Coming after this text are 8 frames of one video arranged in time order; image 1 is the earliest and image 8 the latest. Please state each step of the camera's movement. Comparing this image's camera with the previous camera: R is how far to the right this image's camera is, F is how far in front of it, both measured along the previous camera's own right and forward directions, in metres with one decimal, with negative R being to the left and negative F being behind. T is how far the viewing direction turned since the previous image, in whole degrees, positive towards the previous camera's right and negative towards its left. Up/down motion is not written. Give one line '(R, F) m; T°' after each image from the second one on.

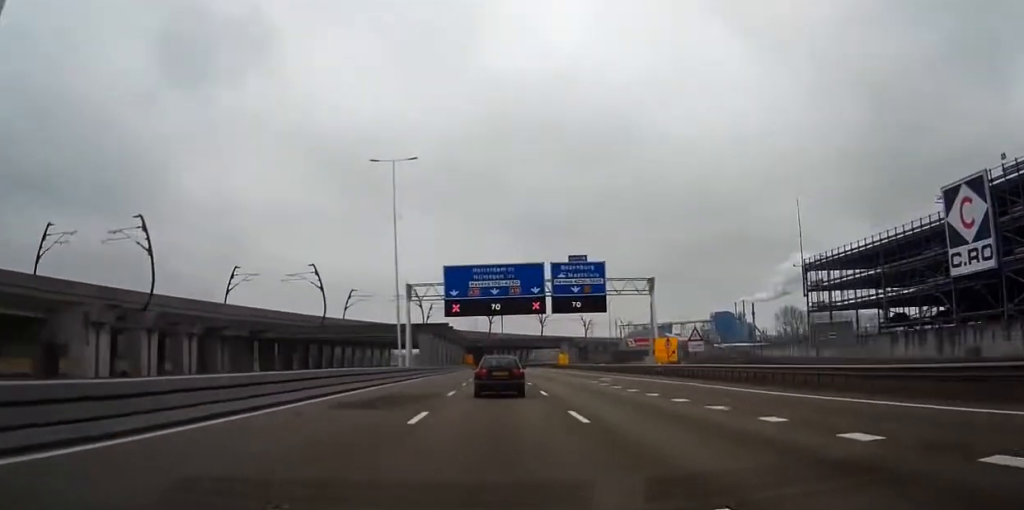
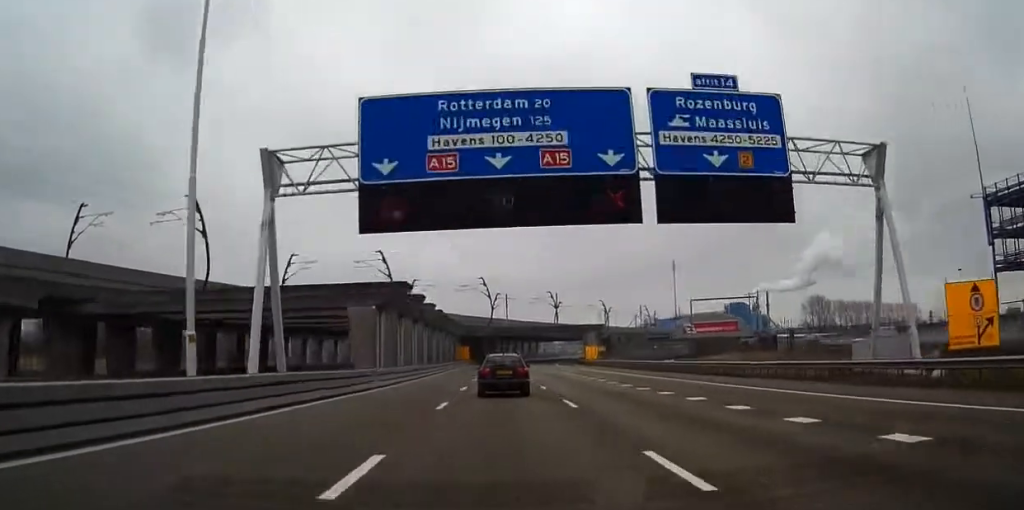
(-0.1, +44.5) m; 0°
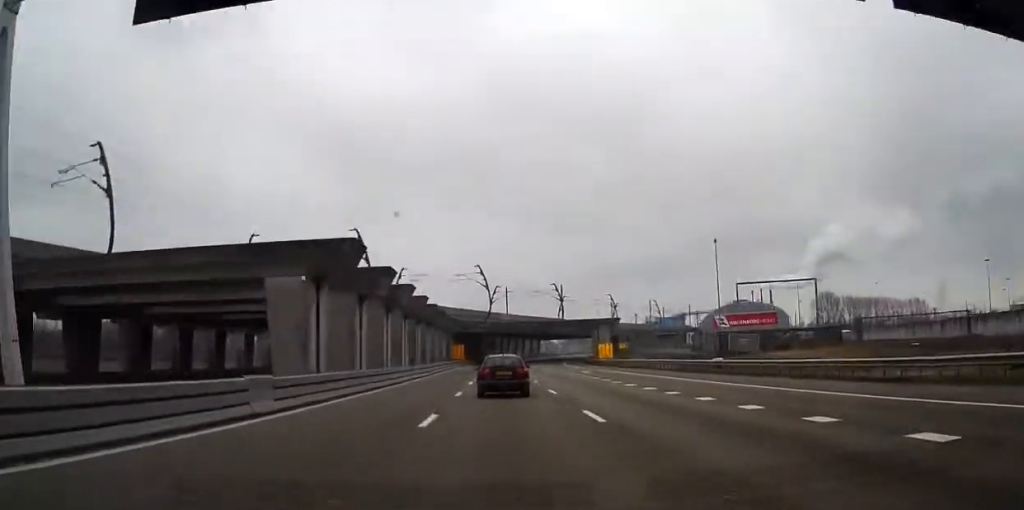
(-0.1, +16.4) m; 0°
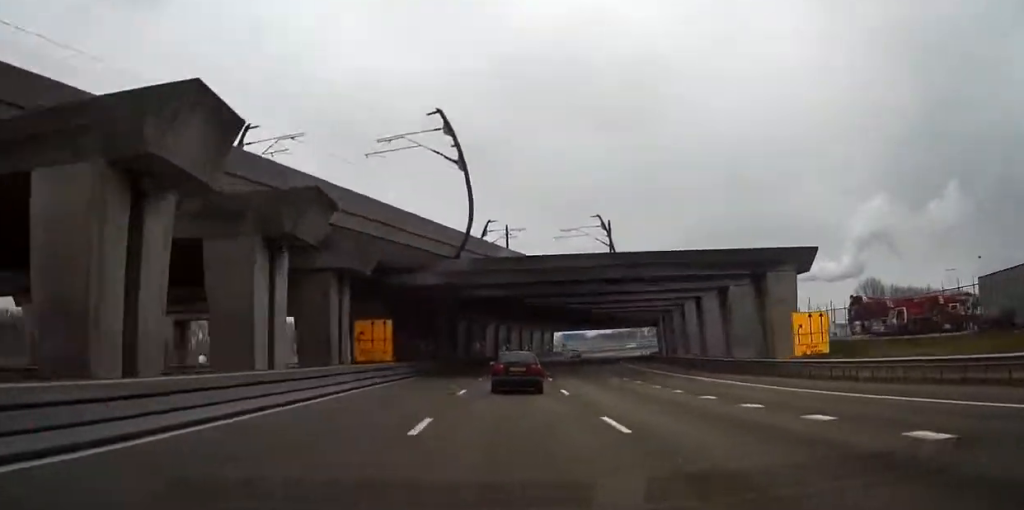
(+0.4, +73.4) m; +3°
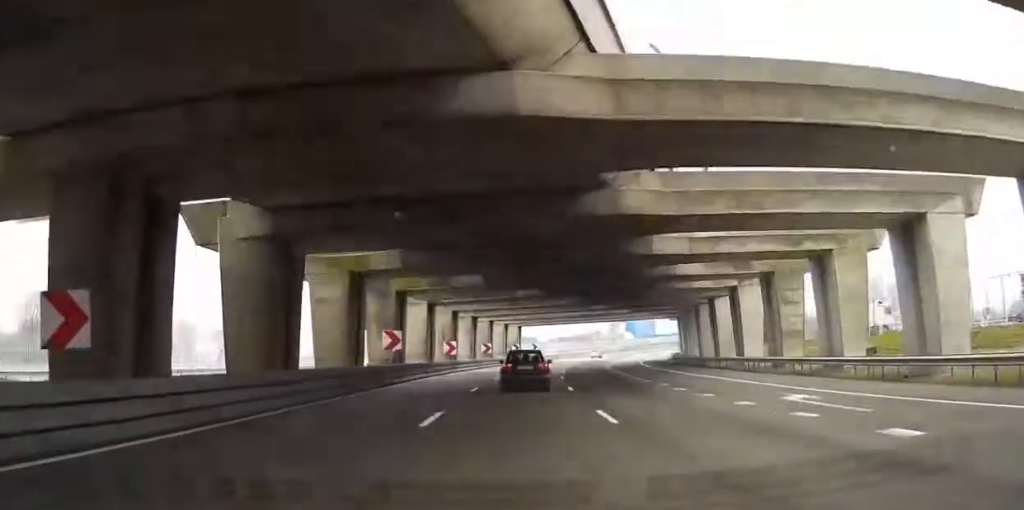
(+2.1, +45.9) m; +4°
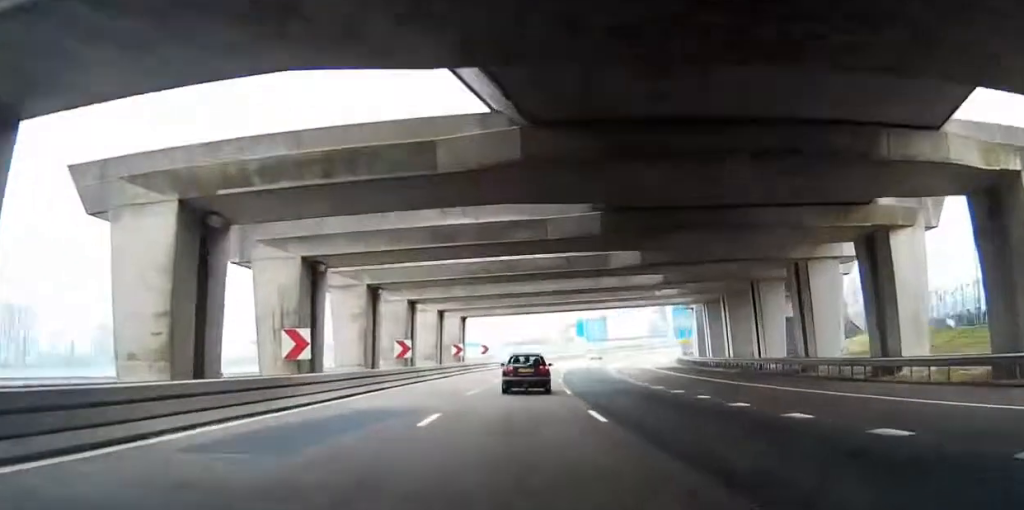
(+0.3, +34.8) m; +4°
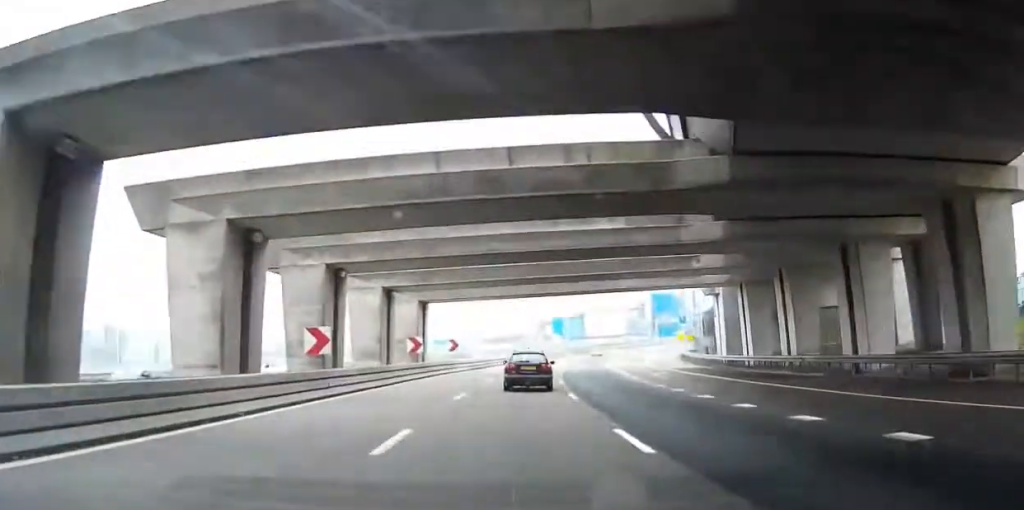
(+0.4, +15.9) m; +2°
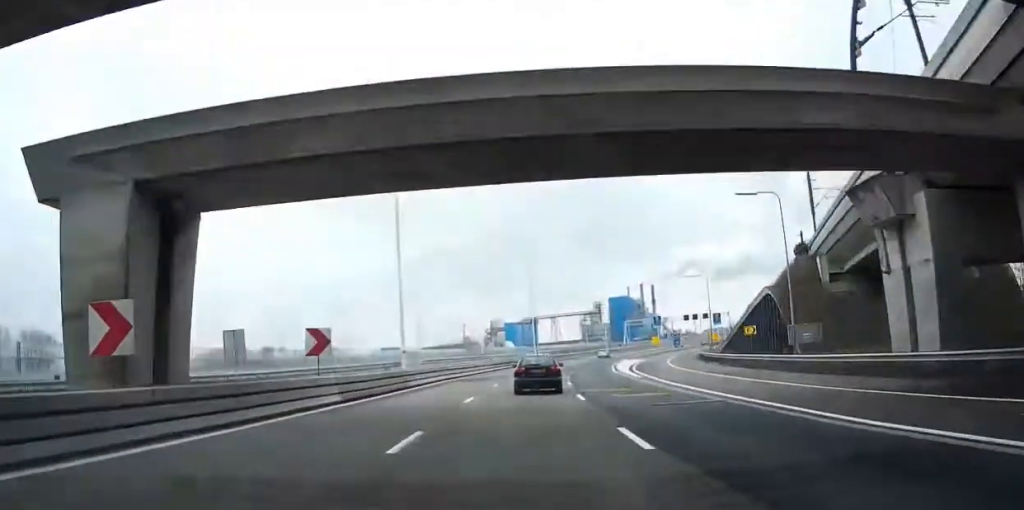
(+2.2, +34.1) m; +5°
